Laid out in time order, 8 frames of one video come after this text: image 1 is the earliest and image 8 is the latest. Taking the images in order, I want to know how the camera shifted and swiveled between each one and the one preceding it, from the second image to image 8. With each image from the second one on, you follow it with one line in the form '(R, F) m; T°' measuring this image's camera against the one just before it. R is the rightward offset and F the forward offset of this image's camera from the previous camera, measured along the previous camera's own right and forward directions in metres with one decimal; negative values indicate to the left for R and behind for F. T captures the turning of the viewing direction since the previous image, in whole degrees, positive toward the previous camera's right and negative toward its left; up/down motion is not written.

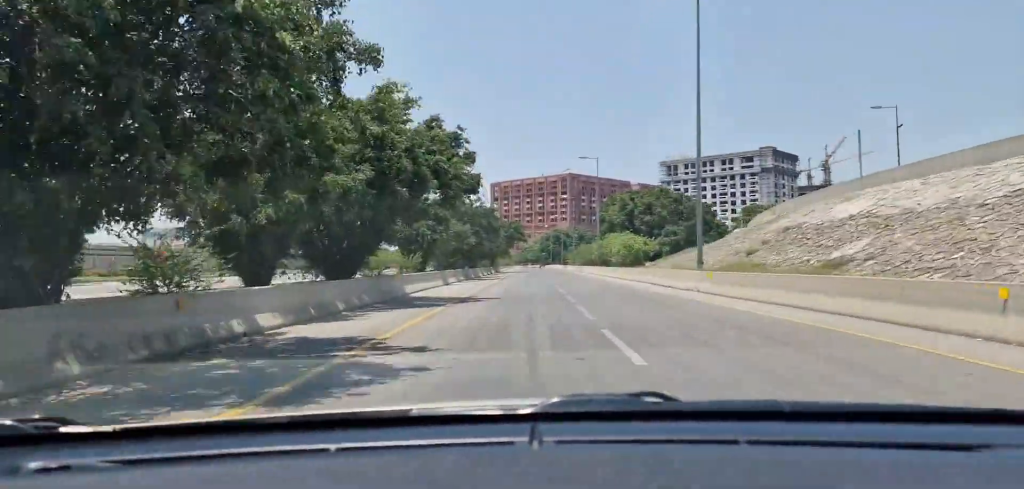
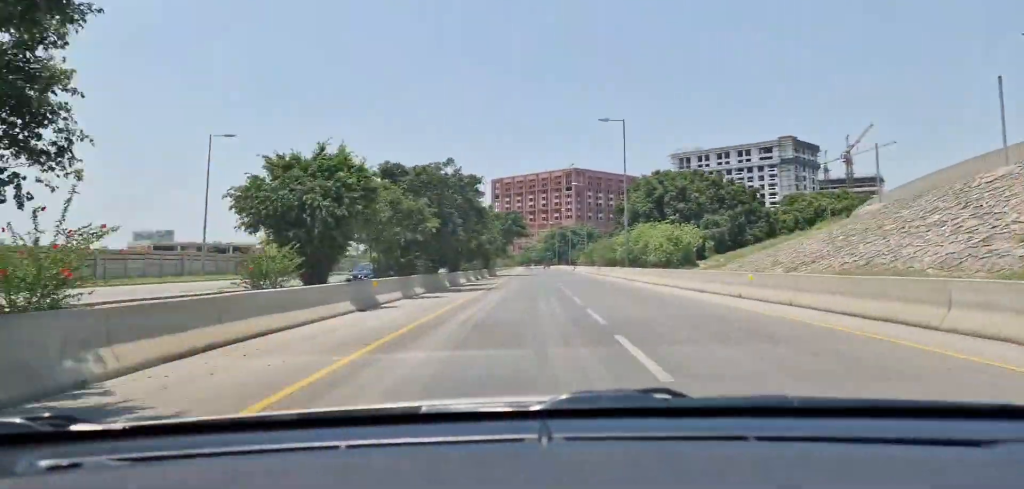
(-0.3, +18.3) m; 0°
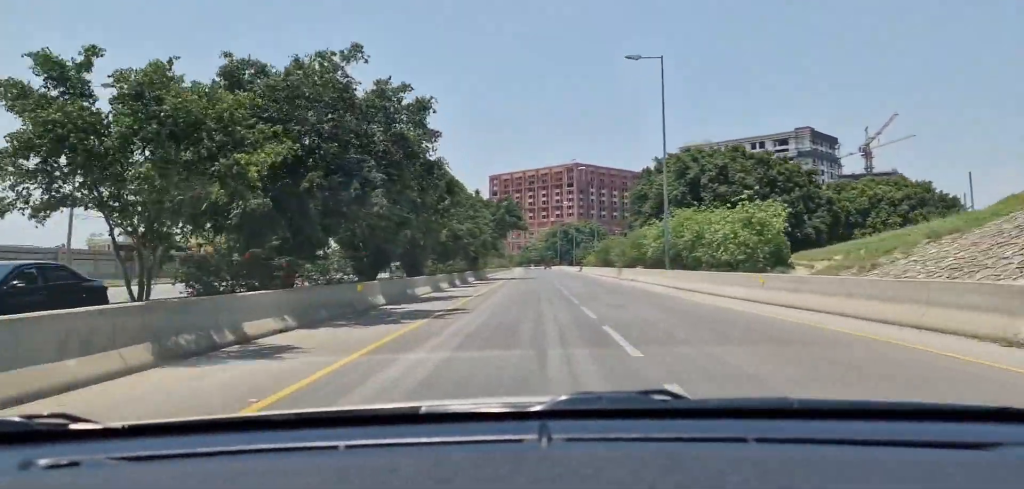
(+0.2, +15.0) m; +1°
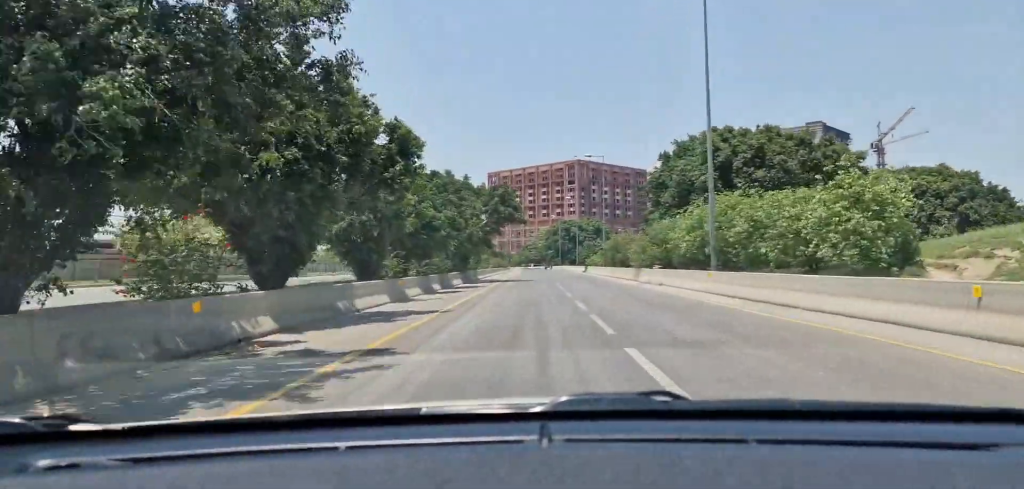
(+0.1, +8.4) m; +1°
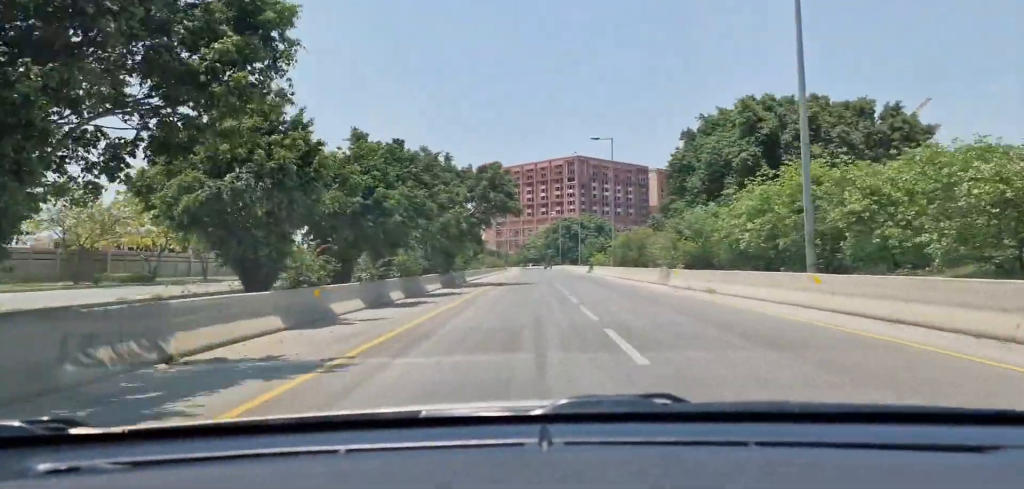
(0.0, +8.6) m; 0°
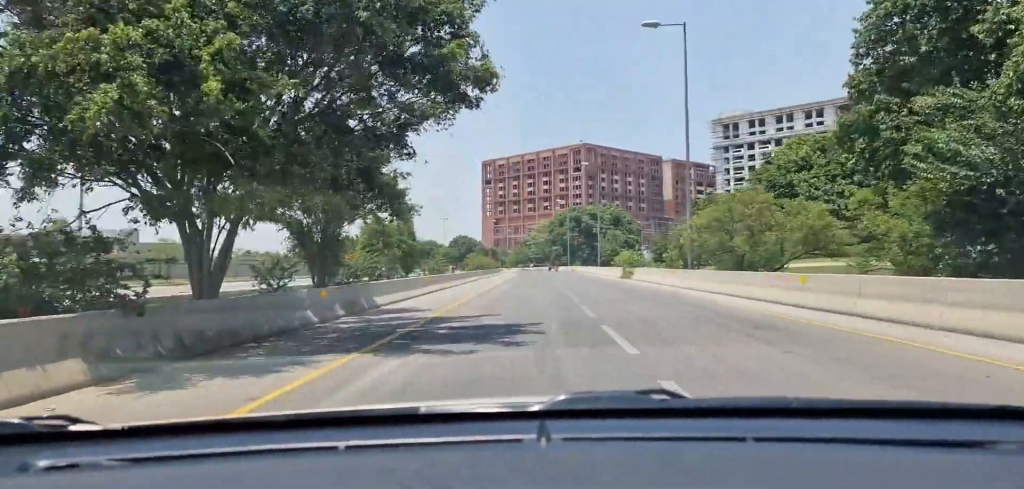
(+0.5, +27.2) m; +2°
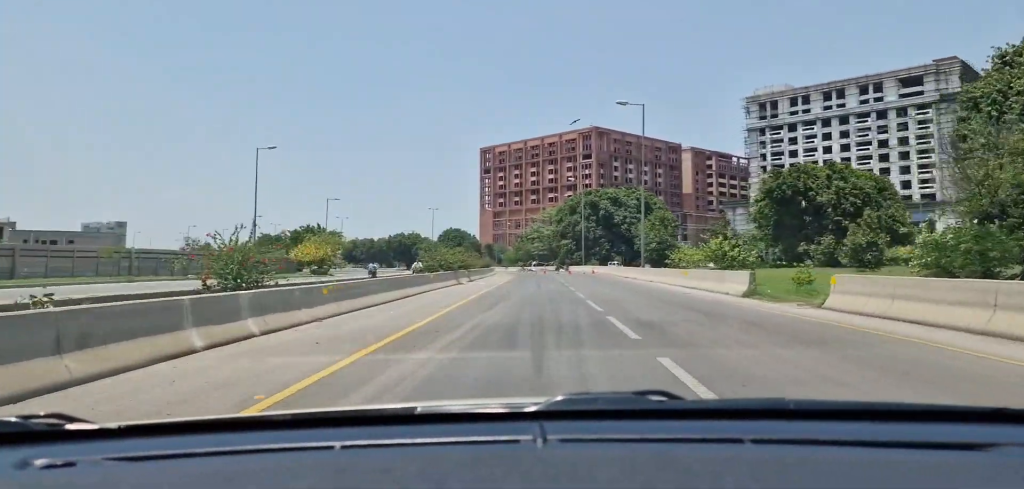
(-0.6, +27.4) m; -3°
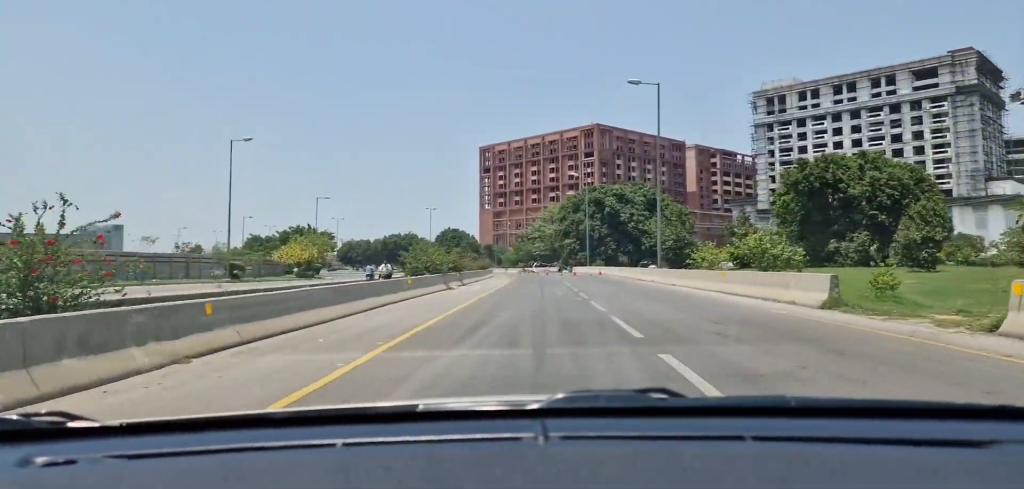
(+0.1, +5.4) m; 0°
